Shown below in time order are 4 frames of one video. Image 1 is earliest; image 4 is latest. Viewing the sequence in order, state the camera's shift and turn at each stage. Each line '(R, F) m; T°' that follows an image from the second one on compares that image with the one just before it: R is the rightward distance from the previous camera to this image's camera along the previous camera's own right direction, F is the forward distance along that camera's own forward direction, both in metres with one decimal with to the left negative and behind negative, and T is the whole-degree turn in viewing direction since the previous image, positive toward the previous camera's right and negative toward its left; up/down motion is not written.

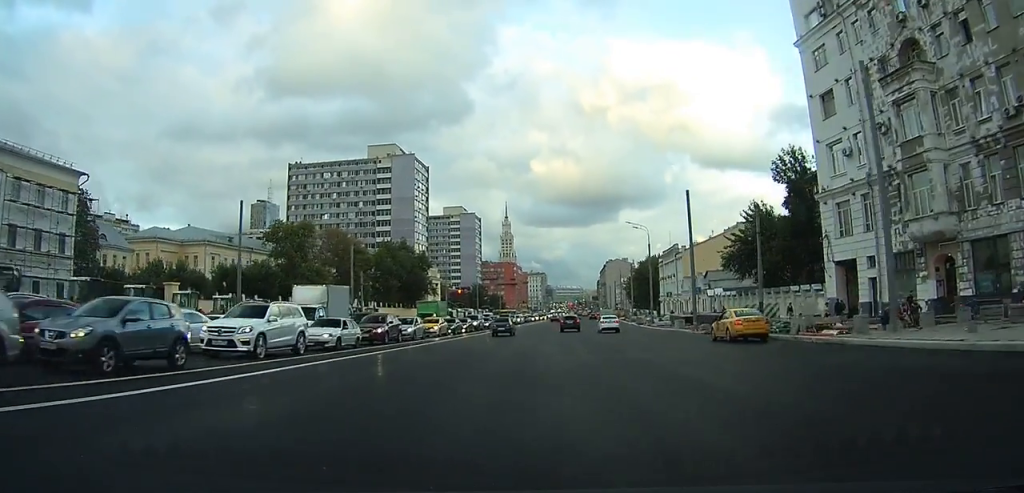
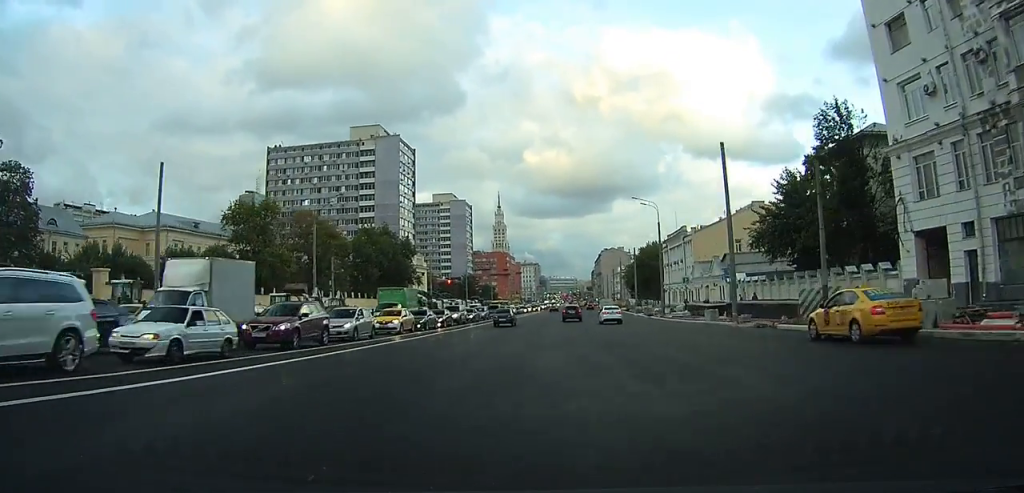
(+0.1, +11.1) m; +1°
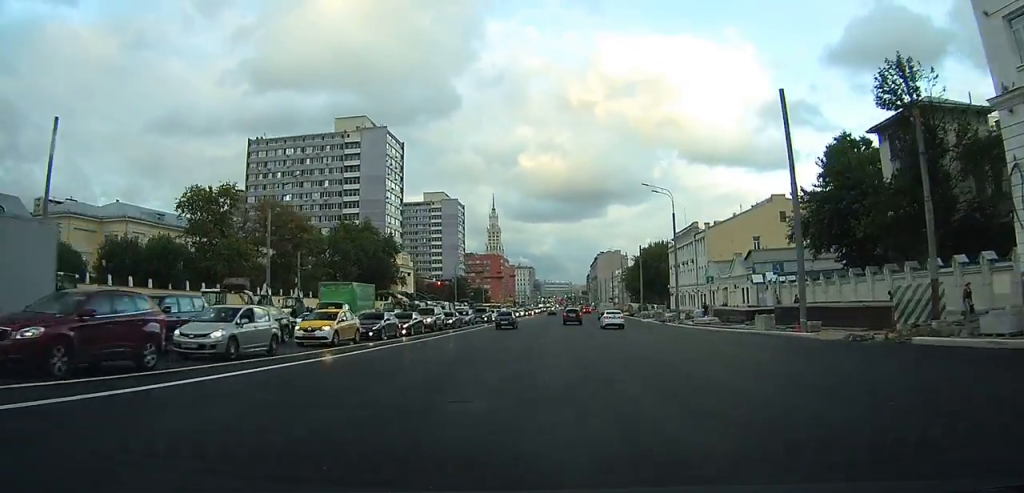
(+0.1, +10.5) m; +1°
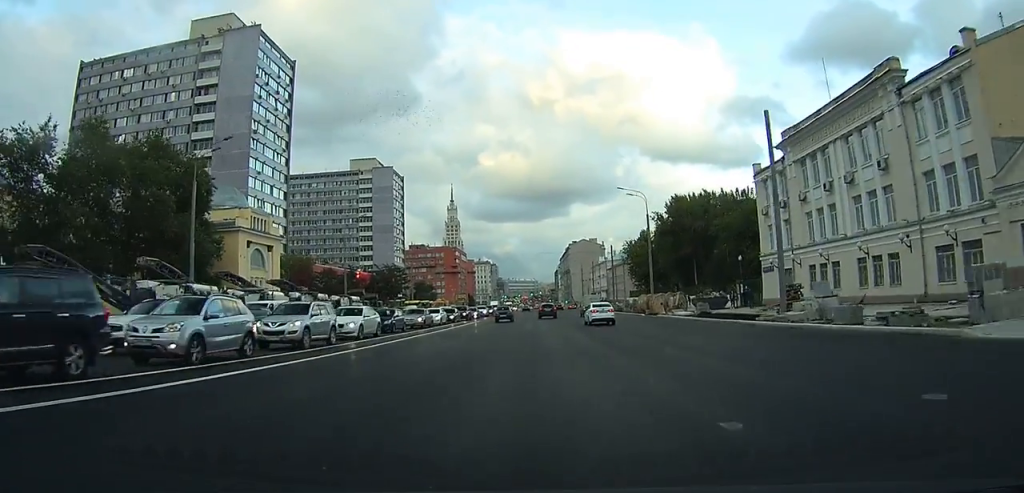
(+3.1, +61.3) m; +5°
